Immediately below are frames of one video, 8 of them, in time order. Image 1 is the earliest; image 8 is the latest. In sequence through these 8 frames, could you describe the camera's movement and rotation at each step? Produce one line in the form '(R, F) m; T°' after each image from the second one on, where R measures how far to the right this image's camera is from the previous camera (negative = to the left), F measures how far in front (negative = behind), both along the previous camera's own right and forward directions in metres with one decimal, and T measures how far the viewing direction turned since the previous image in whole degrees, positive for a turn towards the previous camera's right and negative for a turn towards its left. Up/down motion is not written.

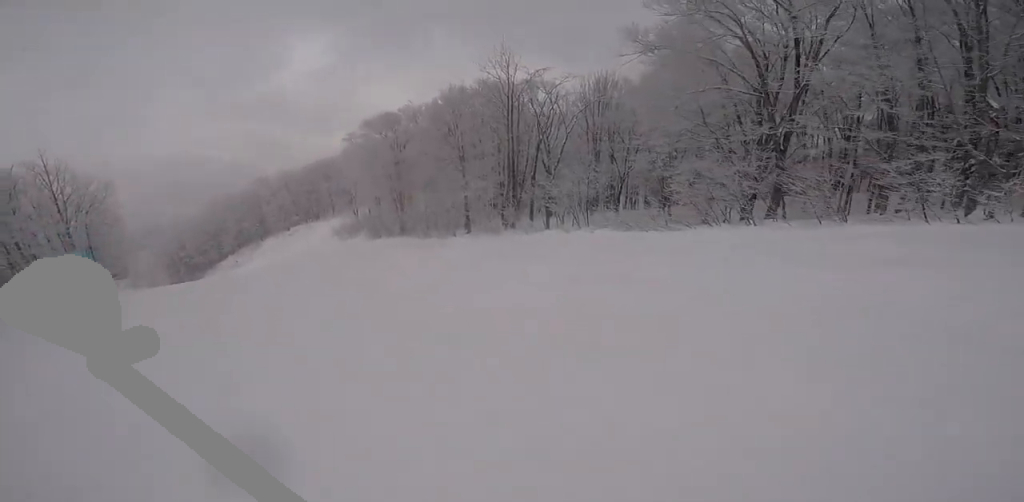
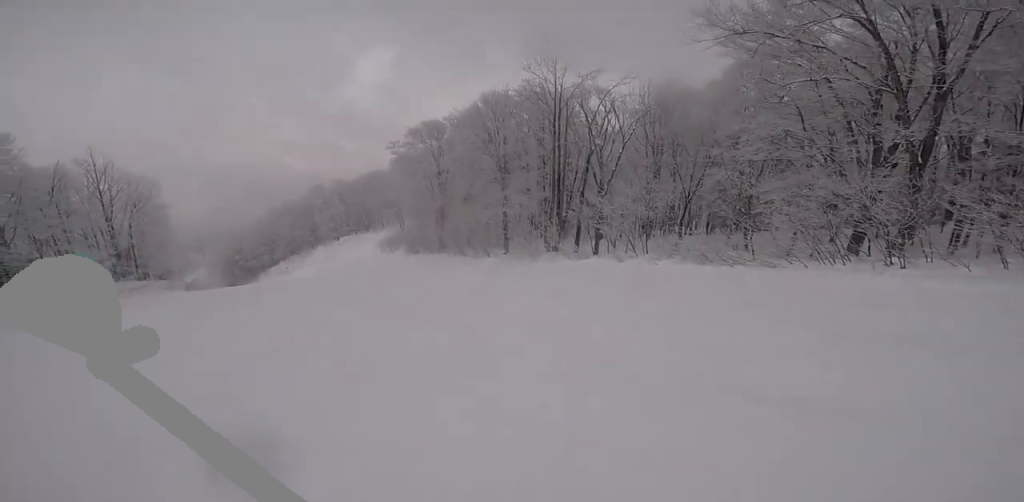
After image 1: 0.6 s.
(+1.2, +4.0) m; -1°
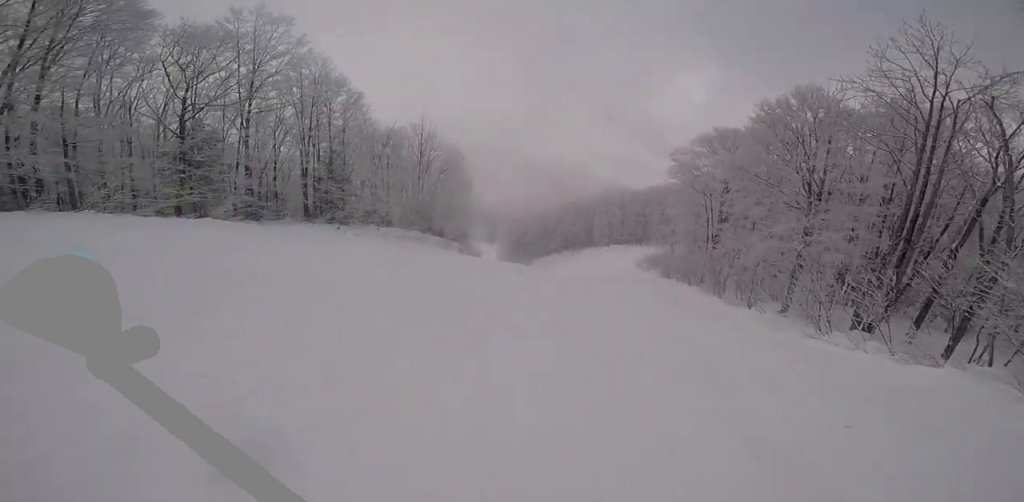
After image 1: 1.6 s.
(-1.5, +6.1) m; -19°
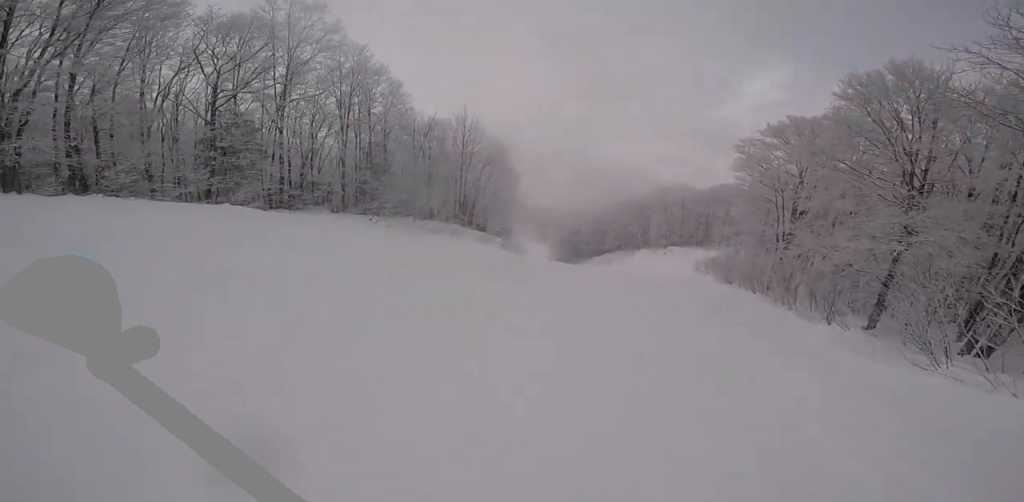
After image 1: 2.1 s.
(-0.2, +3.0) m; -12°
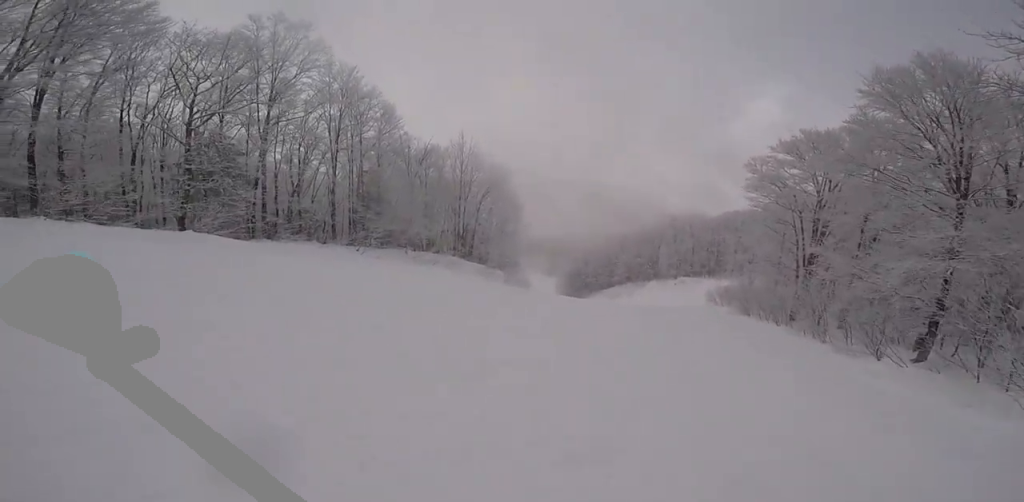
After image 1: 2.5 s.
(+0.2, +2.8) m; -12°
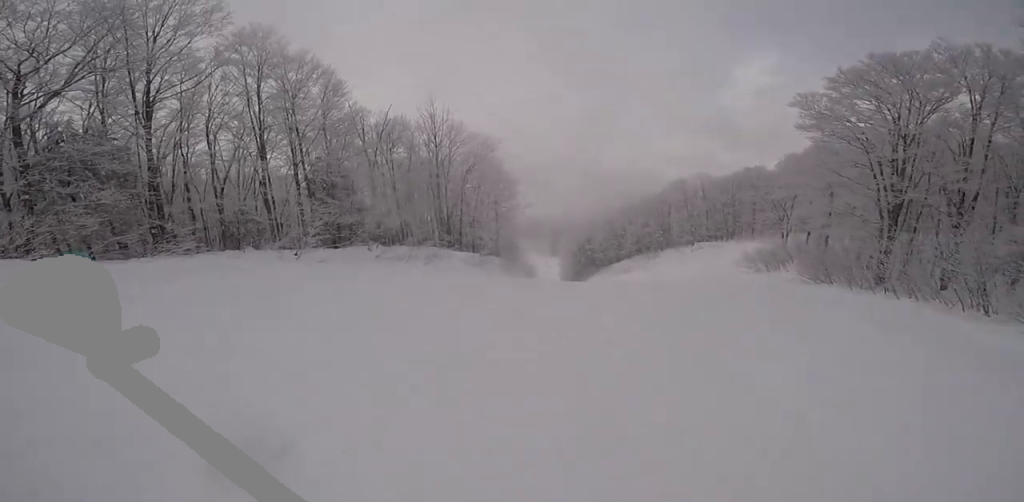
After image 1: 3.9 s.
(-3.1, +8.1) m; -16°
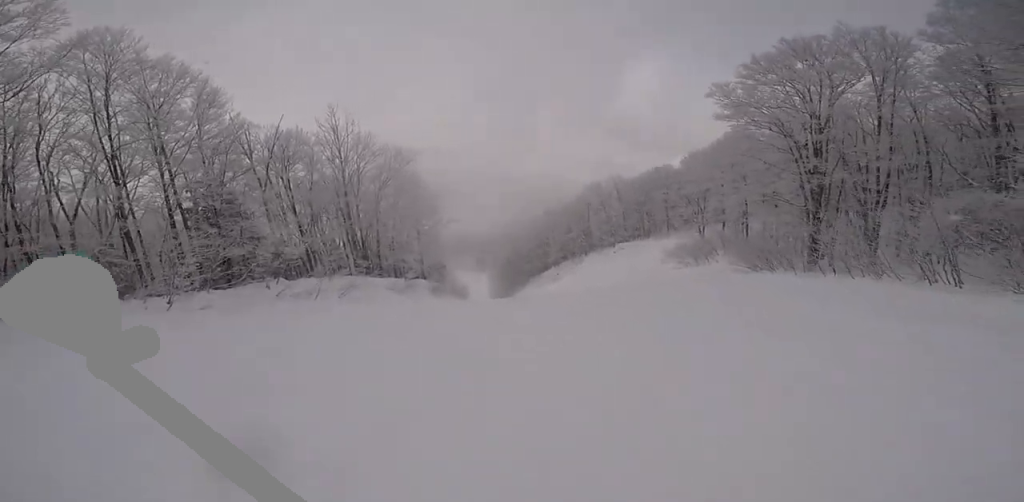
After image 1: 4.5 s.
(+0.6, +3.4) m; +15°
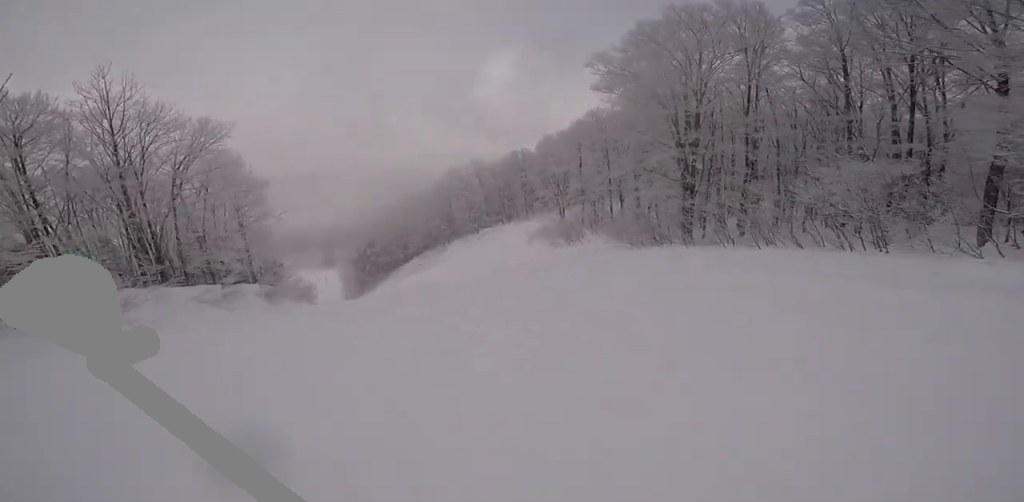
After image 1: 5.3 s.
(+1.0, +4.7) m; +17°
